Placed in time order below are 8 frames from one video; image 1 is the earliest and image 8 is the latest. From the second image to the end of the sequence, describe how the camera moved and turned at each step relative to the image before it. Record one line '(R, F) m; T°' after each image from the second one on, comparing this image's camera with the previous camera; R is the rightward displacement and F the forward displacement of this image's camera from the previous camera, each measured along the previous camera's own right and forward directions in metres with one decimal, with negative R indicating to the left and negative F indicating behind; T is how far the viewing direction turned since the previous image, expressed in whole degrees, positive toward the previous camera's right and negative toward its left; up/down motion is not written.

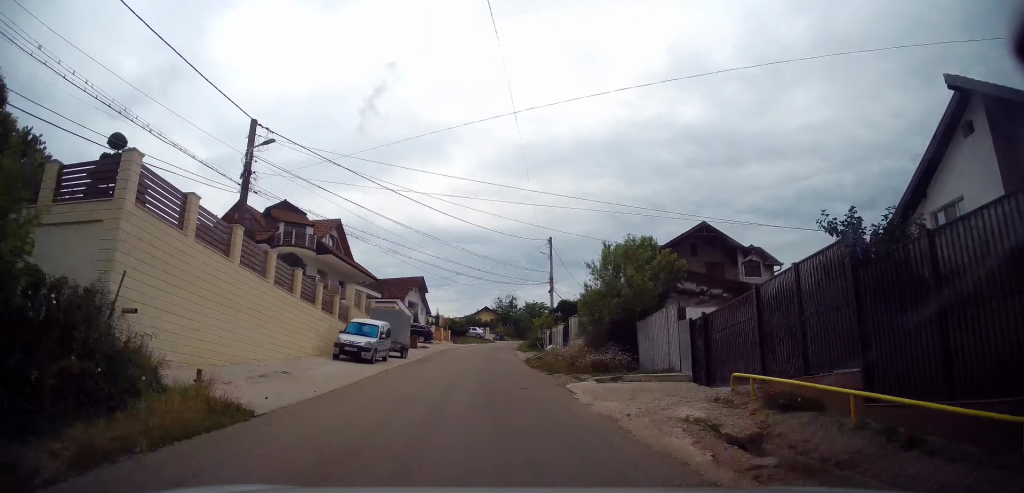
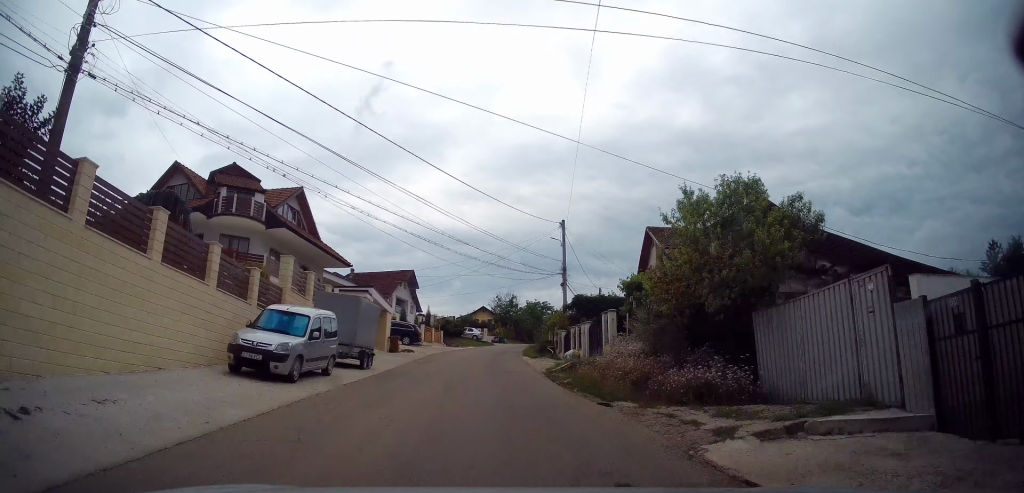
(-0.2, +10.8) m; +1°
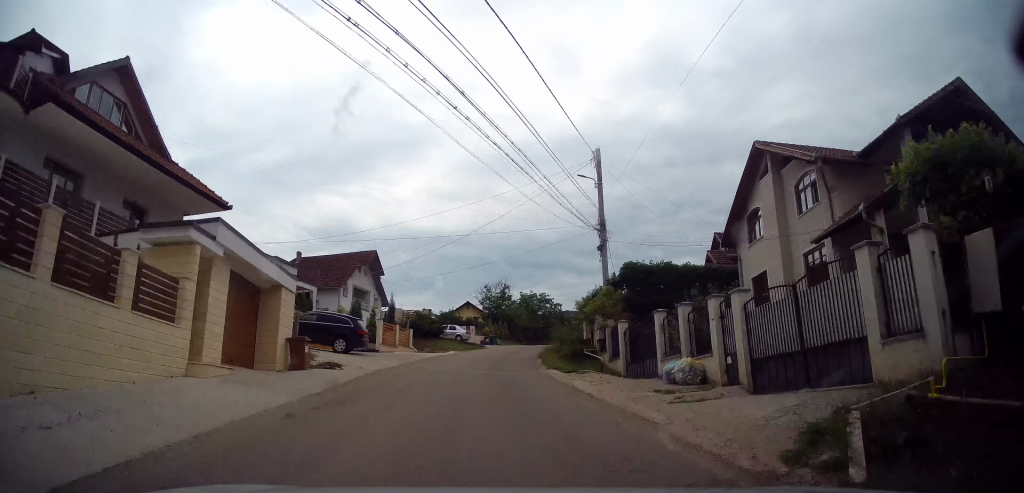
(+0.8, +18.8) m; +4°
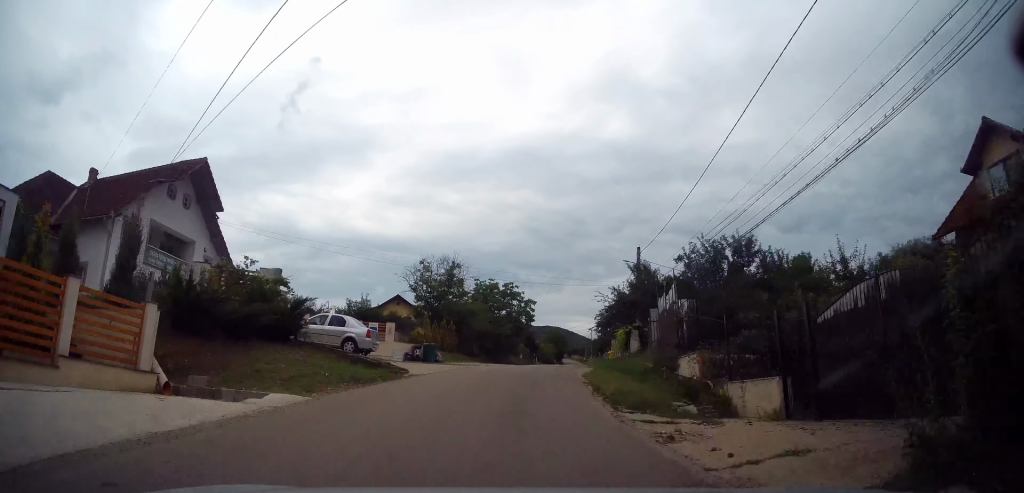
(+1.1, +27.8) m; +6°
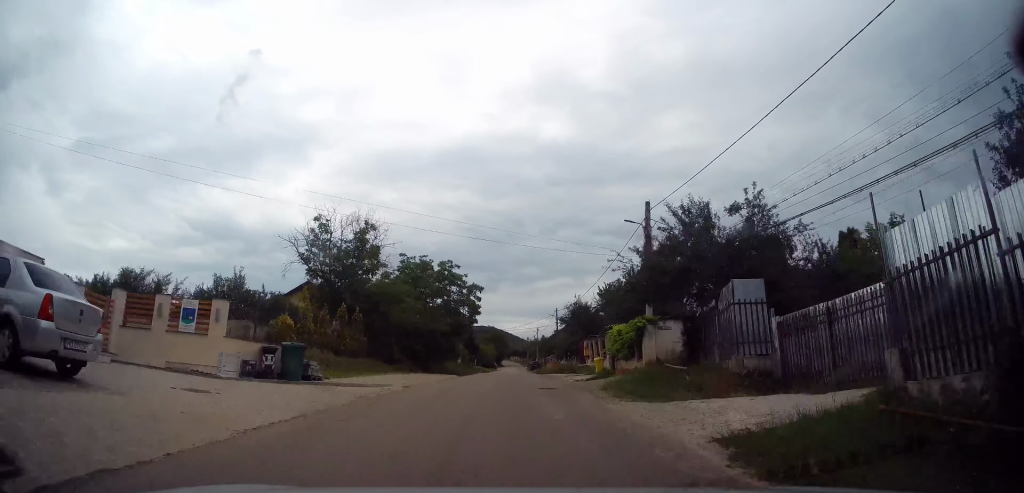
(+0.7, +14.6) m; +5°
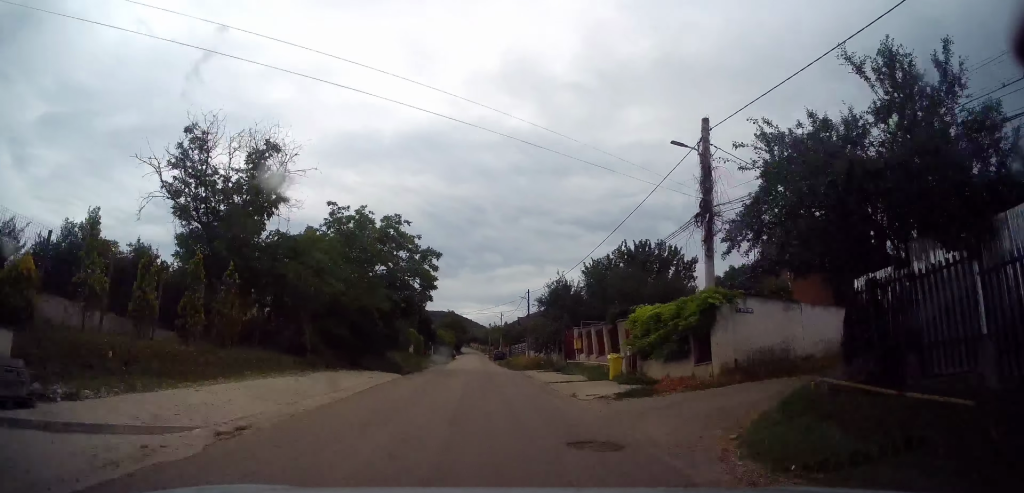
(+0.3, +10.5) m; +3°
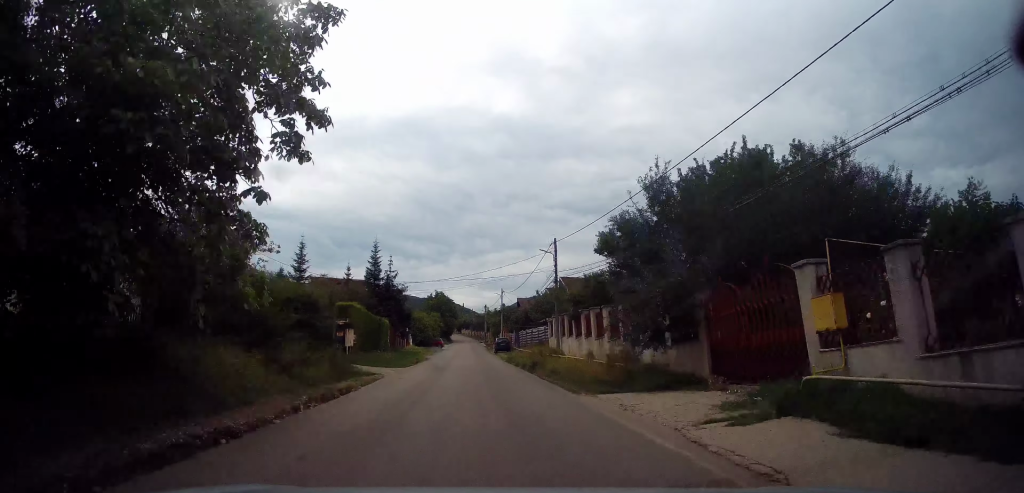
(+1.0, +22.9) m; +3°
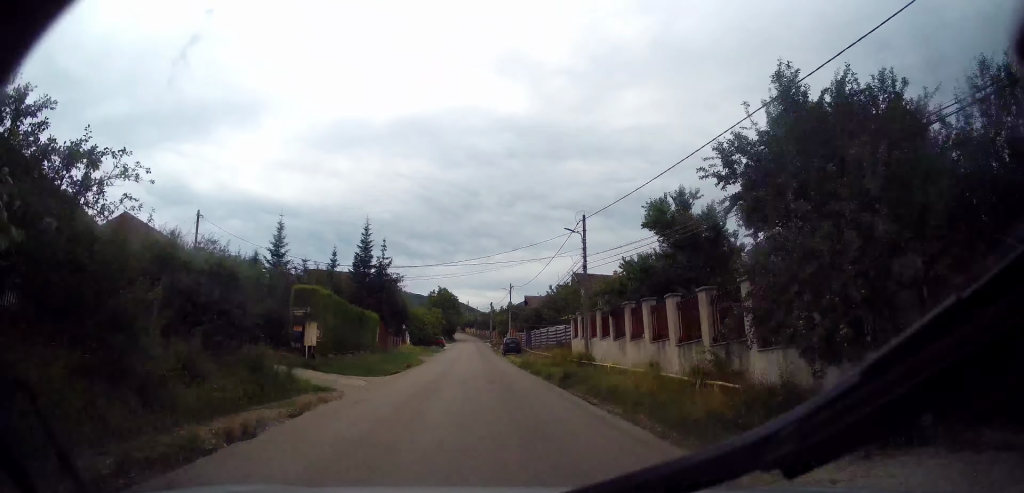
(0.0, +7.2) m; 0°
